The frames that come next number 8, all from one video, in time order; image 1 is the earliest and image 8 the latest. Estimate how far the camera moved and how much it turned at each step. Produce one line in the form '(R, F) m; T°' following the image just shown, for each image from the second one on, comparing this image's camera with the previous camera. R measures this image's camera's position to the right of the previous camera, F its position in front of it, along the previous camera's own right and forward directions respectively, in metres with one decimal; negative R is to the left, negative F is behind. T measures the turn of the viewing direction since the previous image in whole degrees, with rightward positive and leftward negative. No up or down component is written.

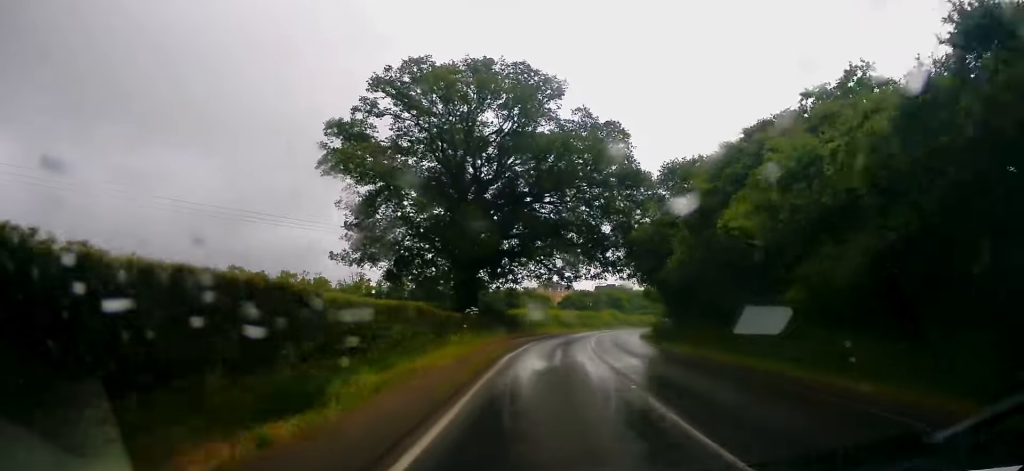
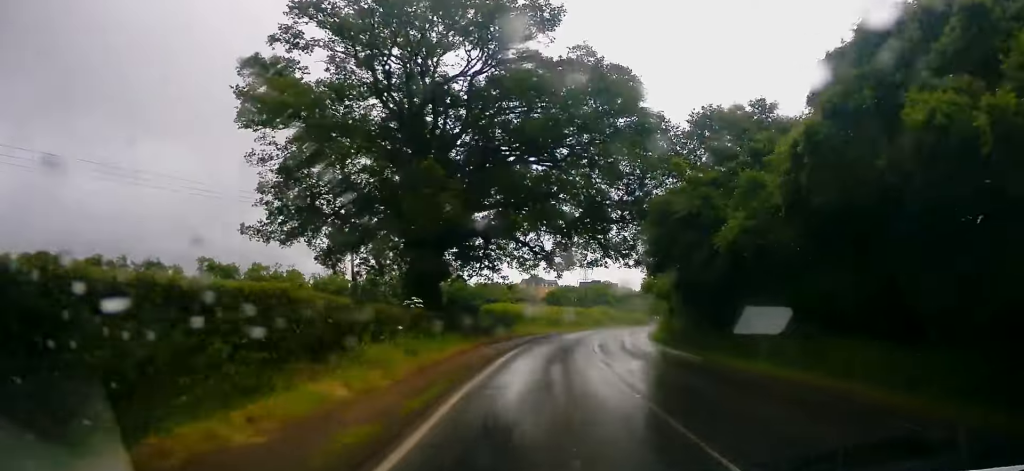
(-0.4, +10.4) m; +1°
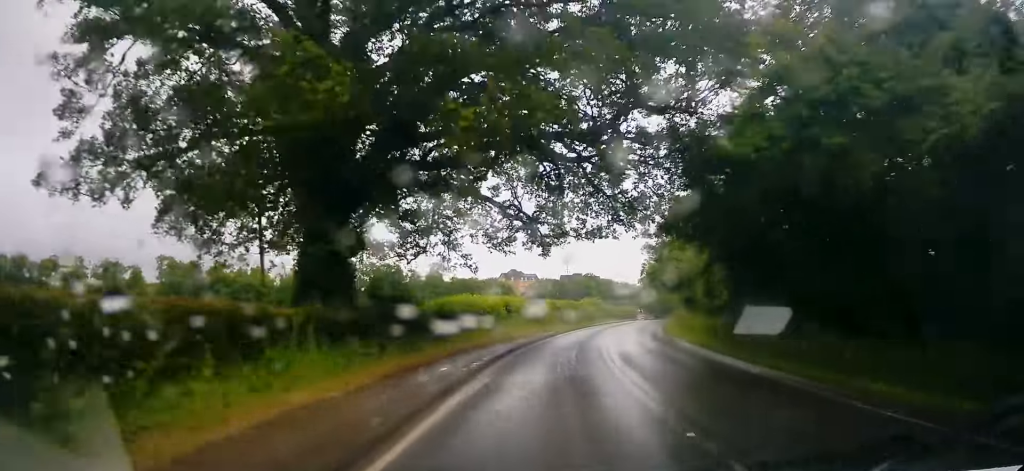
(+0.8, +12.6) m; +3°
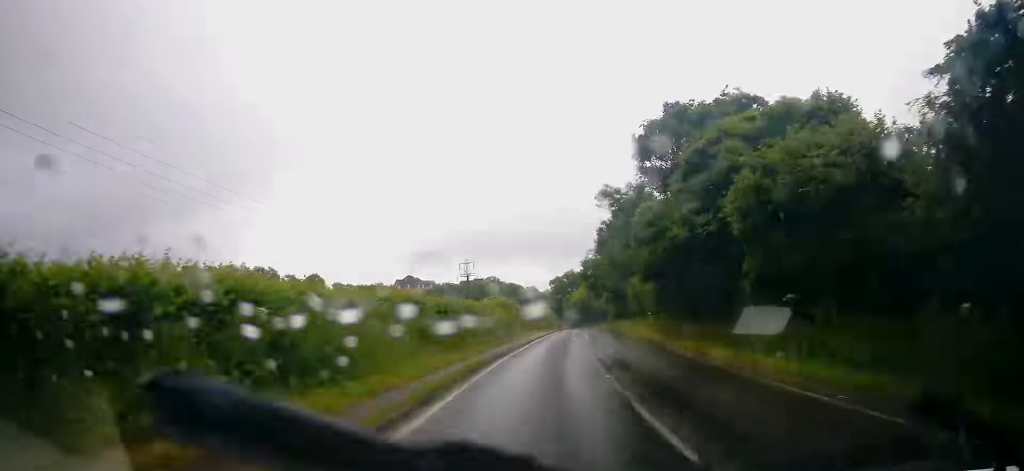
(+1.2, +29.1) m; +6°
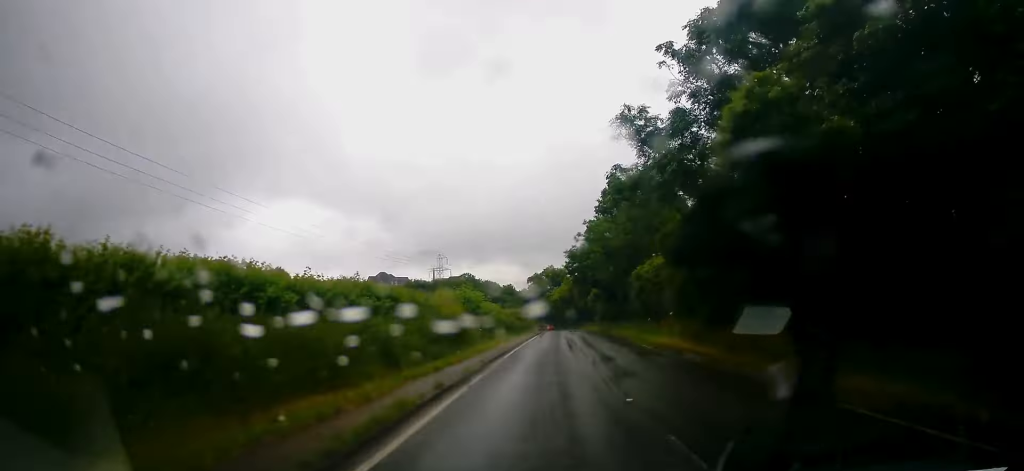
(+0.3, +12.1) m; +3°
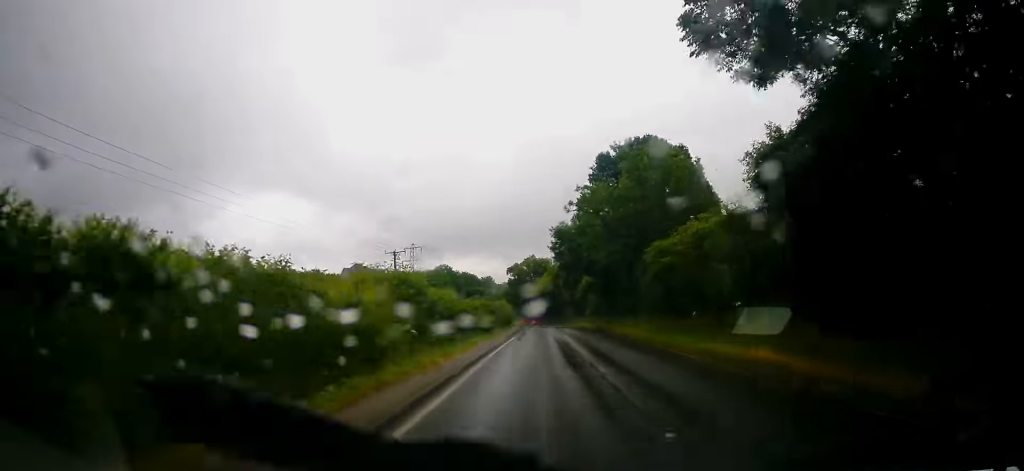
(+0.3, +11.8) m; +1°
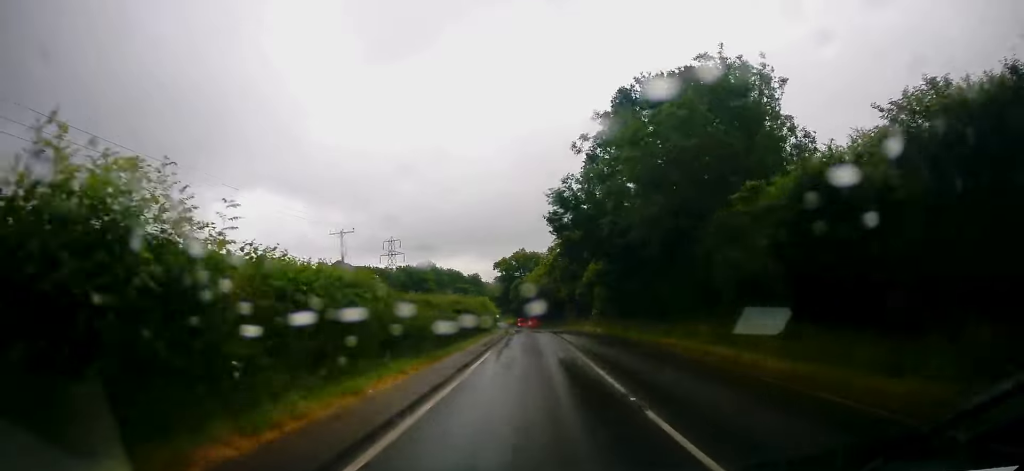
(+0.1, +15.3) m; +3°
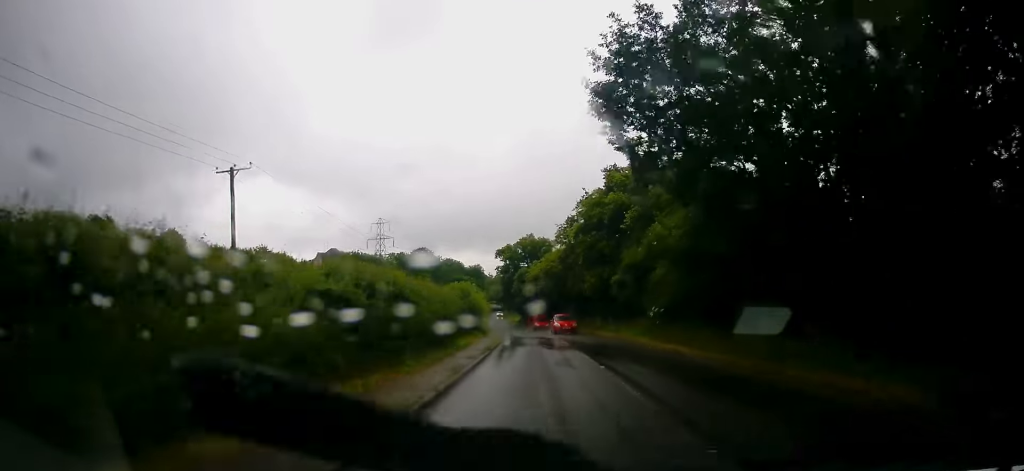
(+1.0, +20.6) m; +1°
